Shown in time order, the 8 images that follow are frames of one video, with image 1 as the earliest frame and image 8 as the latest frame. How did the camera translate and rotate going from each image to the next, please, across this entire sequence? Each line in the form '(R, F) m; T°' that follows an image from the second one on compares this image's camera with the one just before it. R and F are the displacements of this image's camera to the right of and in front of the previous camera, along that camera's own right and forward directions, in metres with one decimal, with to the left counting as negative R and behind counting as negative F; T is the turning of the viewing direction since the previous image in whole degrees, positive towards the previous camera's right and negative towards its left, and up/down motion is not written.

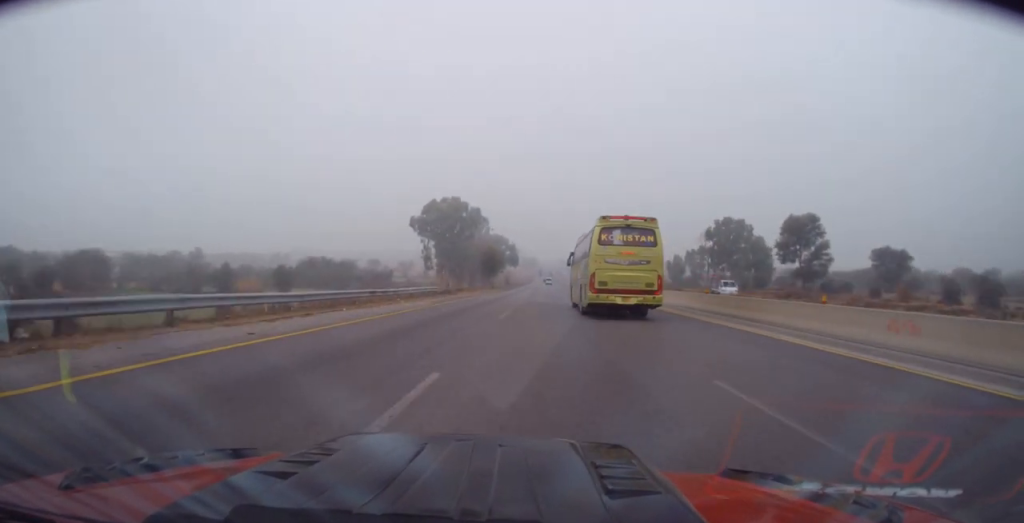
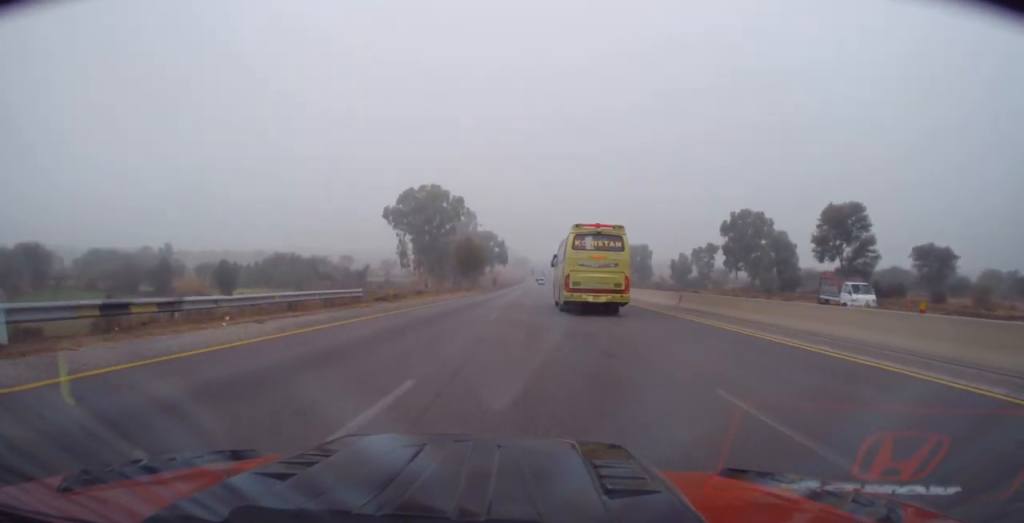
(+0.2, +18.5) m; +1°
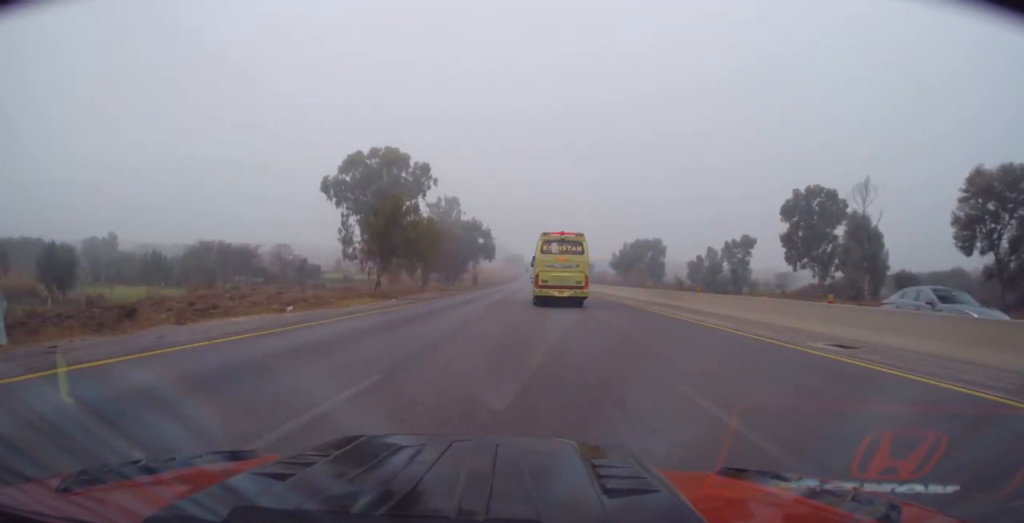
(+0.2, +36.5) m; 0°
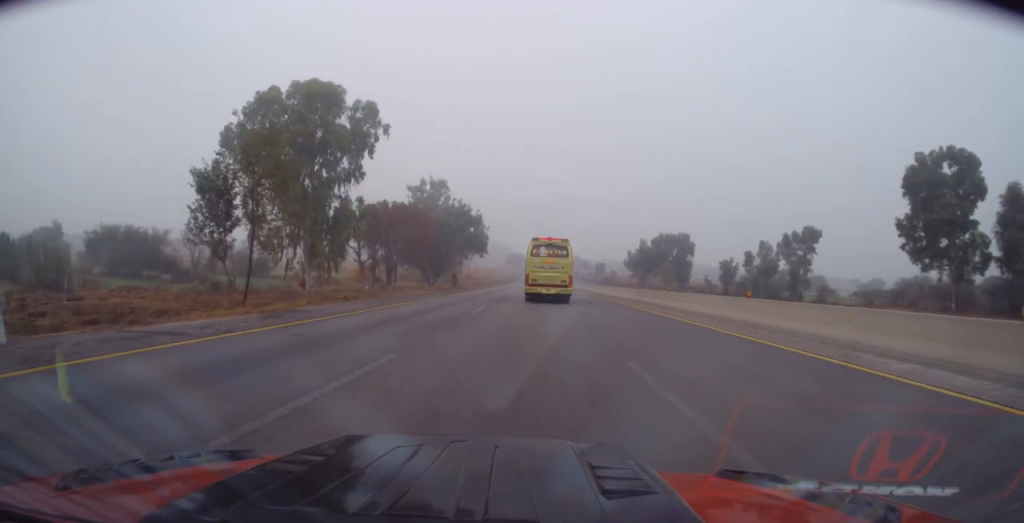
(0.0, +33.4) m; -1°
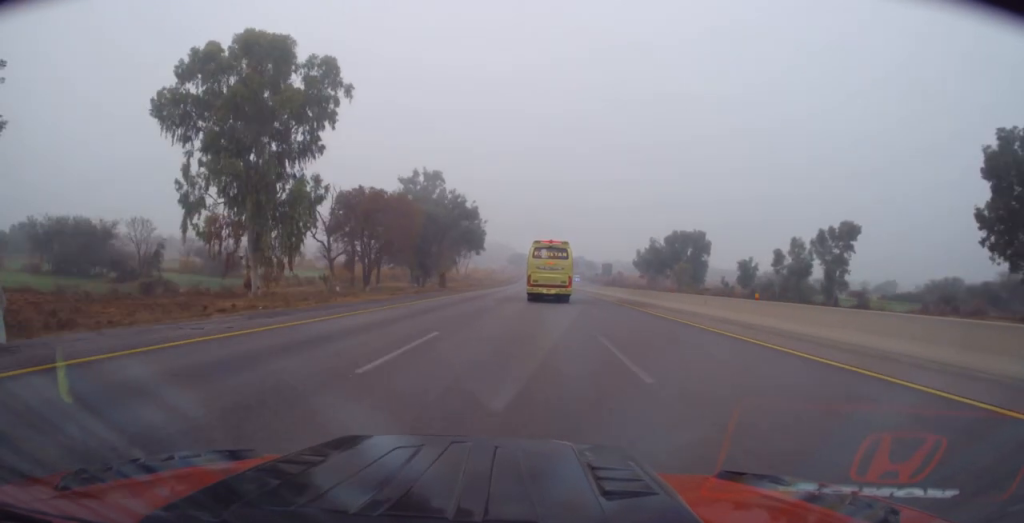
(-0.2, +13.6) m; 0°
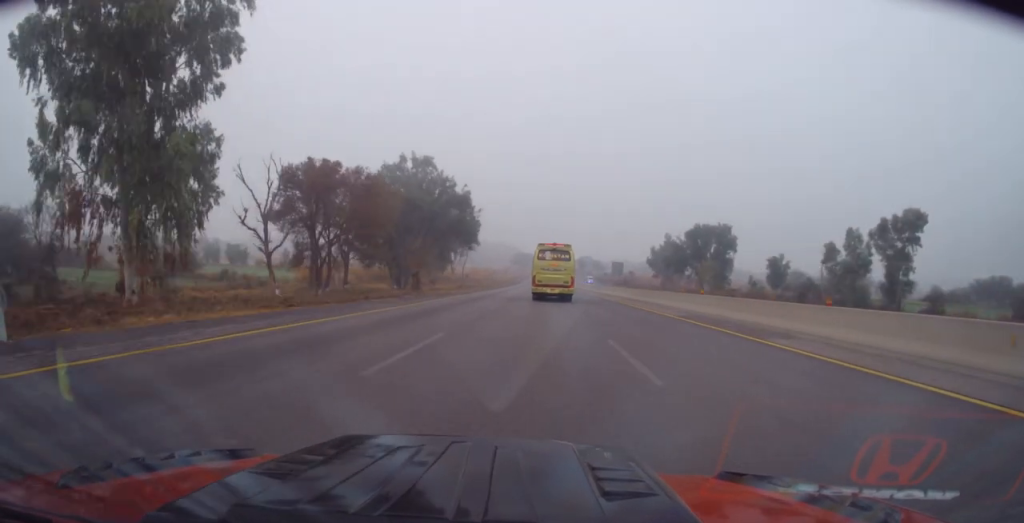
(-0.2, +18.2) m; 0°
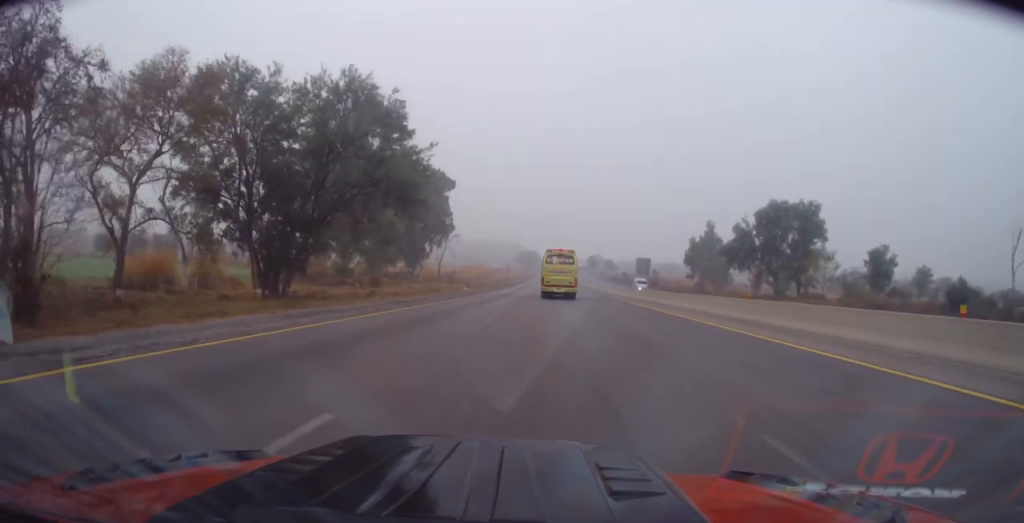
(+0.7, +44.4) m; +2°
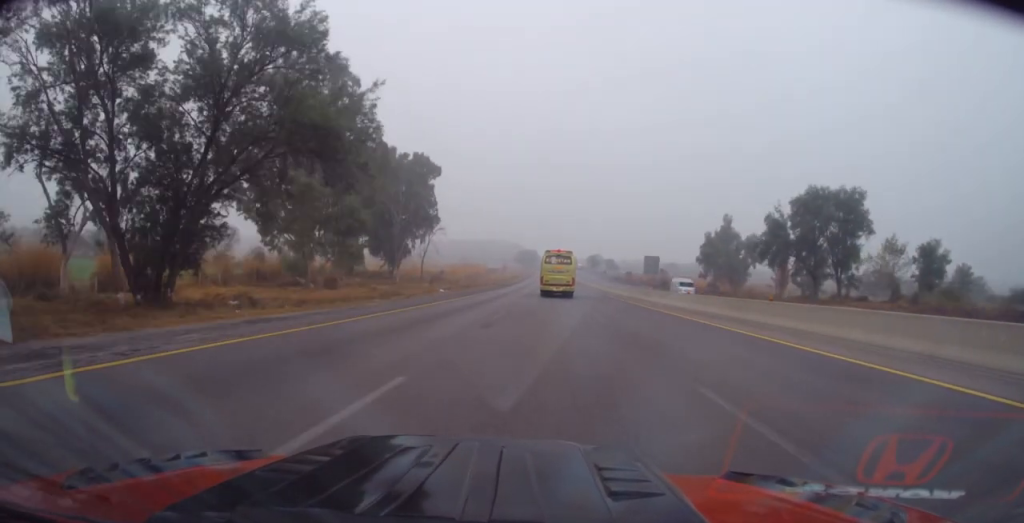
(+0.1, +15.4) m; 0°
